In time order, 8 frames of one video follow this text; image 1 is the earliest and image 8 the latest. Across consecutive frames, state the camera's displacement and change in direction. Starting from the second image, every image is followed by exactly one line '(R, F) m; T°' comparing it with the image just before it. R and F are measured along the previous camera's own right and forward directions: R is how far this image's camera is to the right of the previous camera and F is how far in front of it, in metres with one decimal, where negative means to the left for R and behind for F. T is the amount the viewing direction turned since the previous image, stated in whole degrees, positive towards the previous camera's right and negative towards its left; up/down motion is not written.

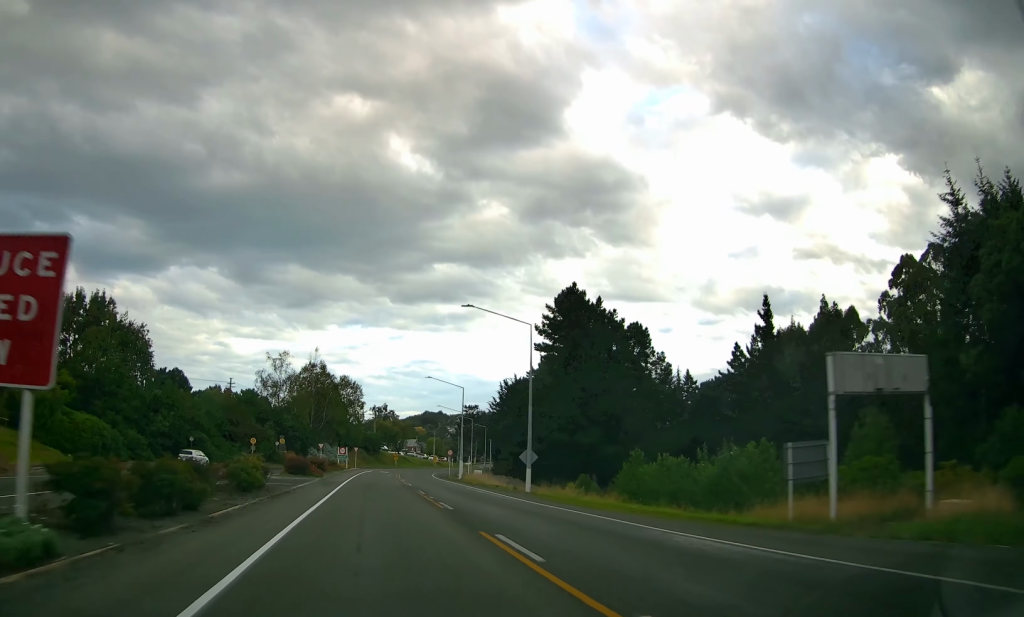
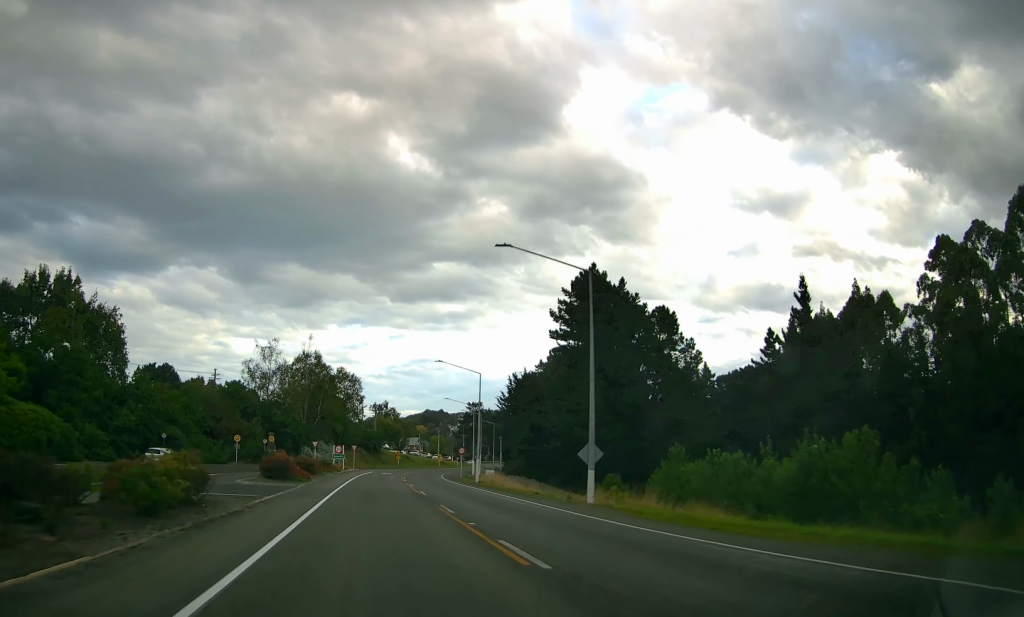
(0.0, +10.2) m; 0°
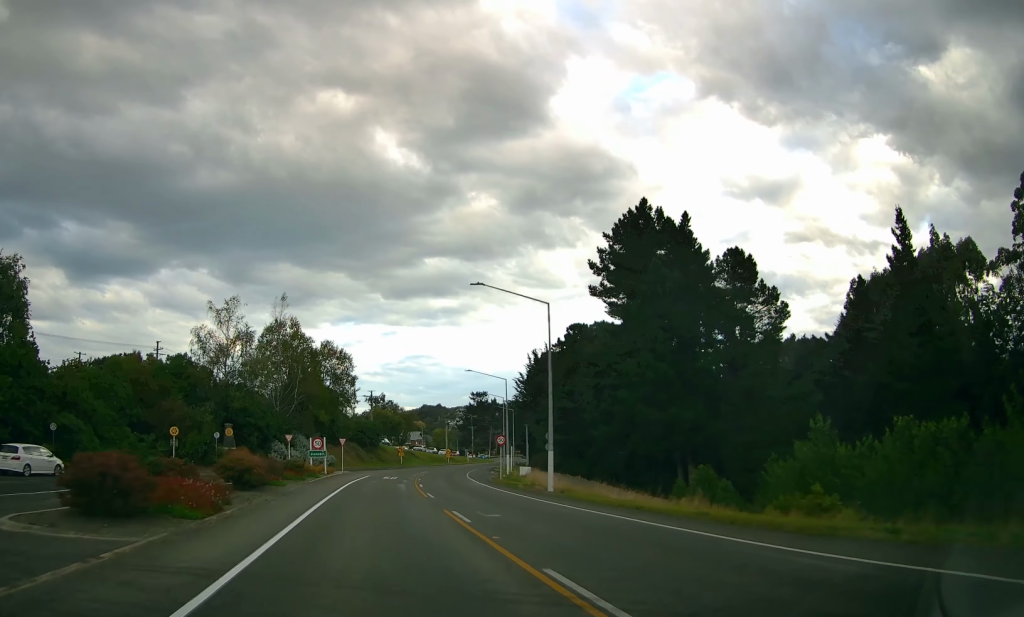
(0.0, +23.3) m; 0°
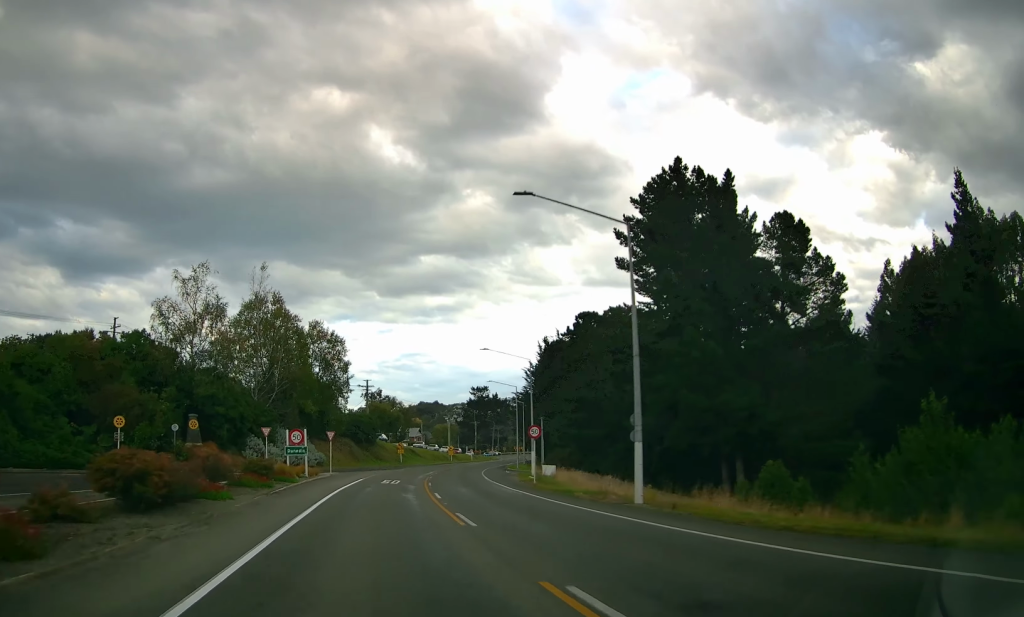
(0.0, +10.8) m; 0°
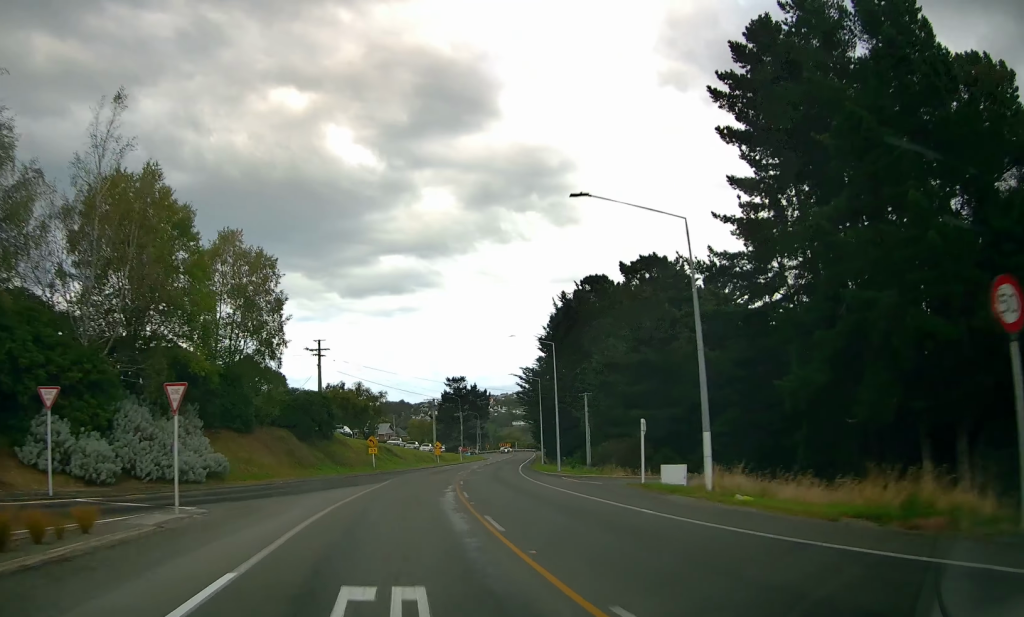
(+0.2, +29.9) m; +2°
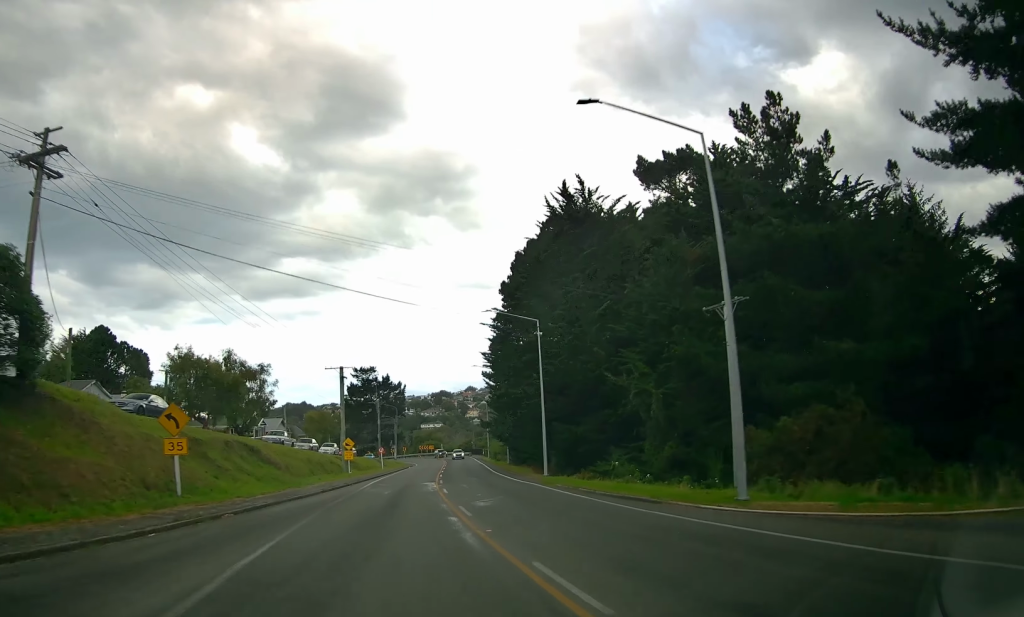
(+3.4, +36.3) m; +10°
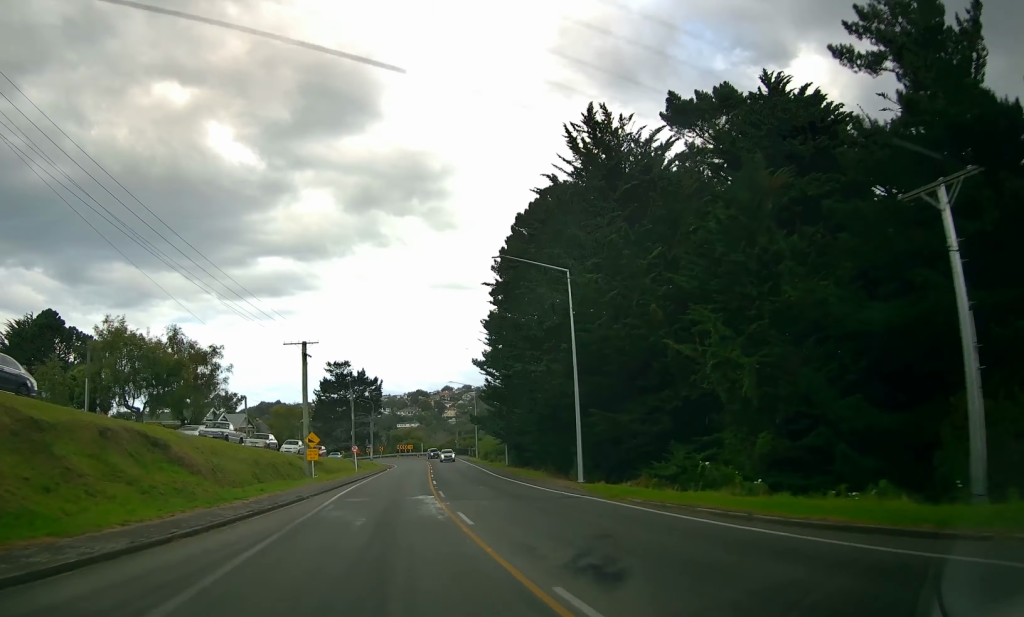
(+0.1, +12.2) m; +2°
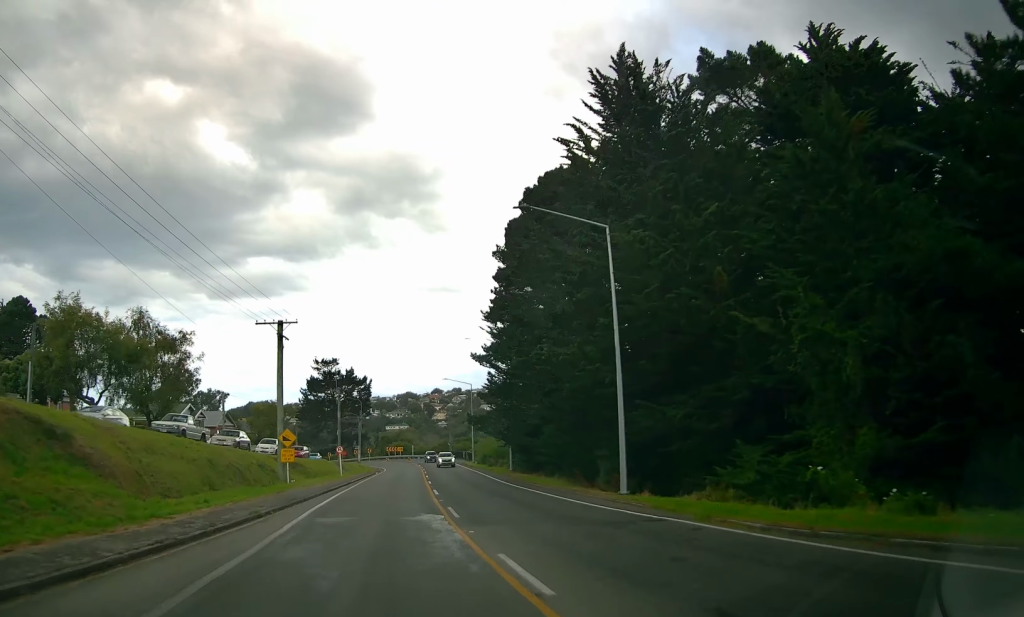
(-0.1, +7.0) m; +3°
